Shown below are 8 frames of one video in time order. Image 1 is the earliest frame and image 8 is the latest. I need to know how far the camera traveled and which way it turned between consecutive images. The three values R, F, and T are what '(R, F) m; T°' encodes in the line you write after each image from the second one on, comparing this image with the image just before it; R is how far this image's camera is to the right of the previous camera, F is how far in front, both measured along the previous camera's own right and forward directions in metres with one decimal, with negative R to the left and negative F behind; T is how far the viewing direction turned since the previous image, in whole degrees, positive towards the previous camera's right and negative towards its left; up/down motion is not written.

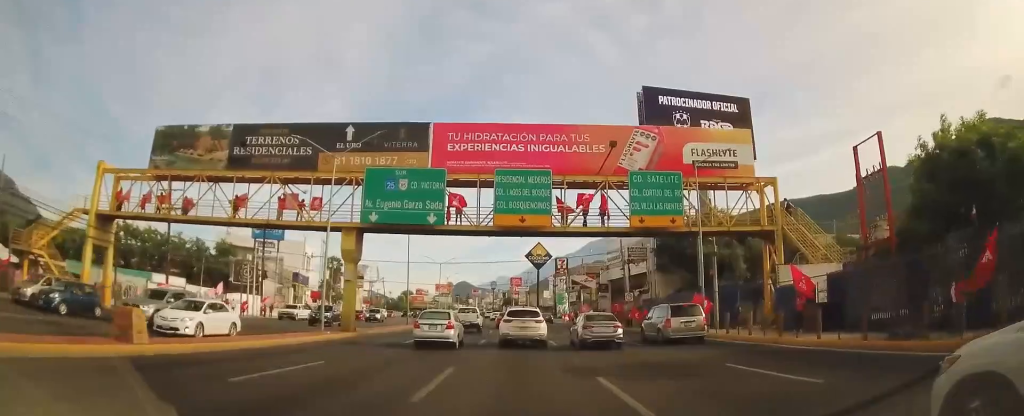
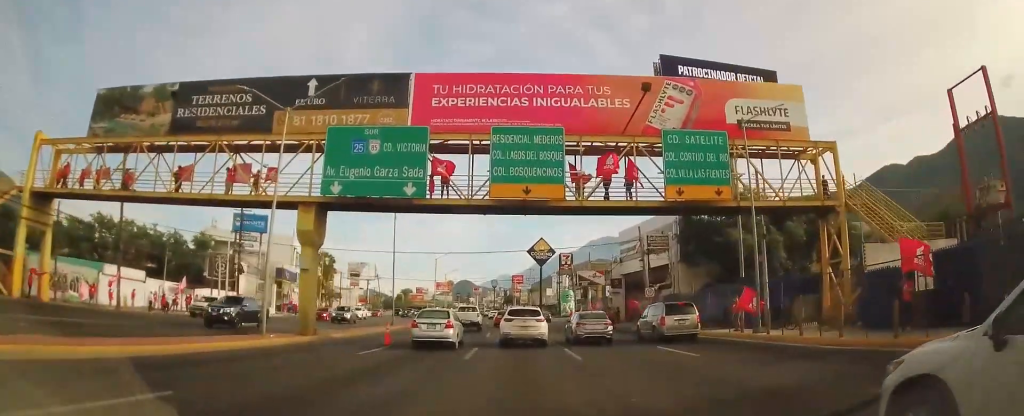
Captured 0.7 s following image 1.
(+0.2, +7.2) m; +2°
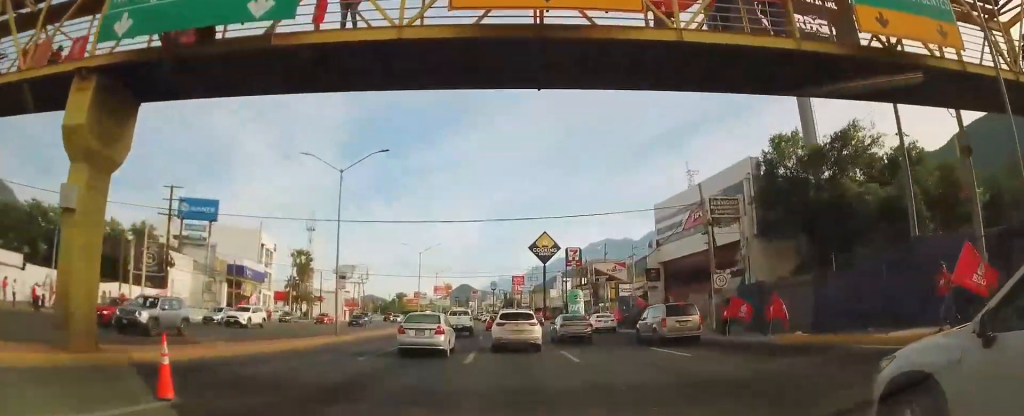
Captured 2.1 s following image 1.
(+0.4, +15.1) m; -1°
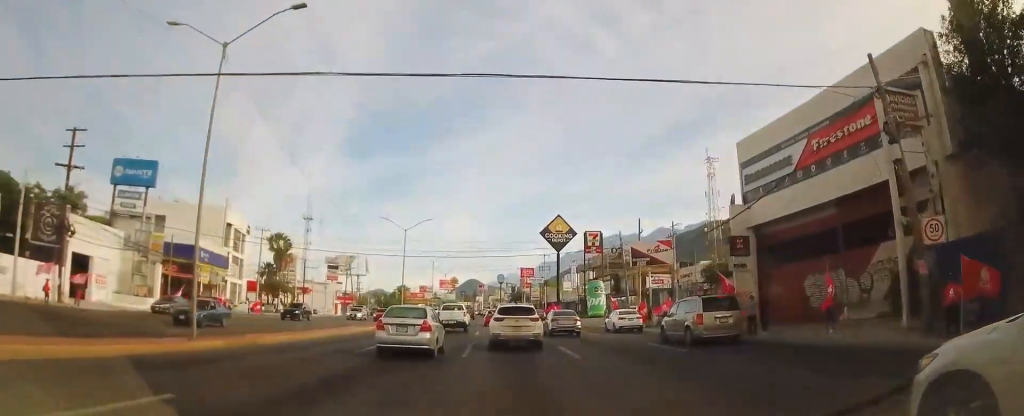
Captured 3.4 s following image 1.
(-0.6, +15.4) m; -2°
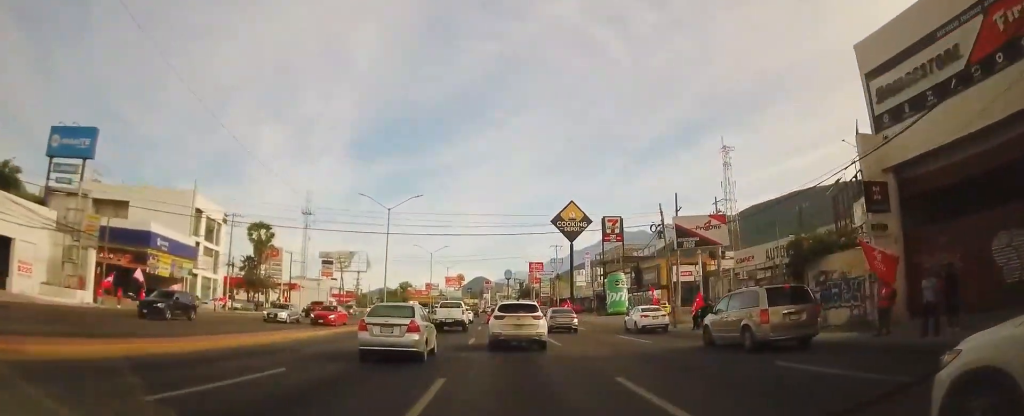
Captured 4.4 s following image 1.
(0.0, +10.9) m; 0°
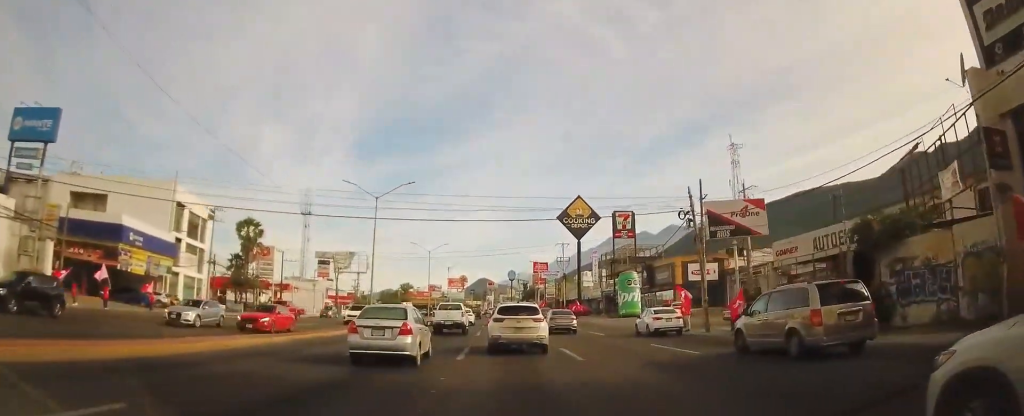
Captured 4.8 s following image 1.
(0.0, +5.4) m; 0°
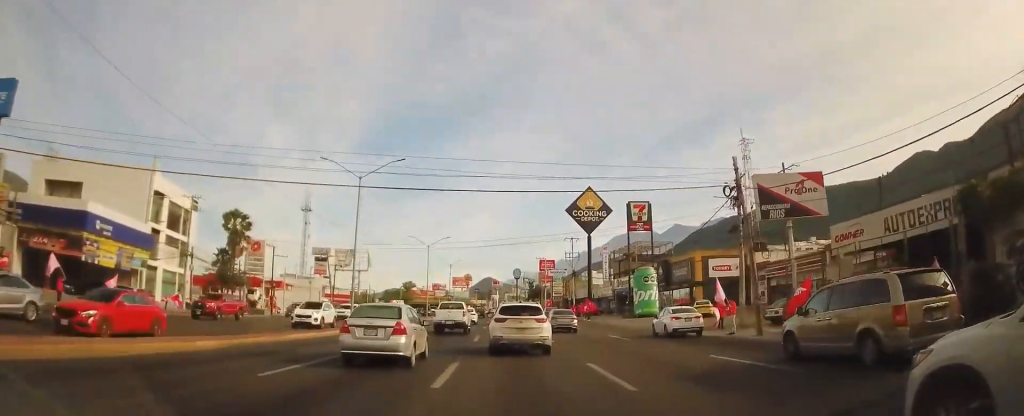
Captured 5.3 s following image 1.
(0.0, +5.9) m; 0°
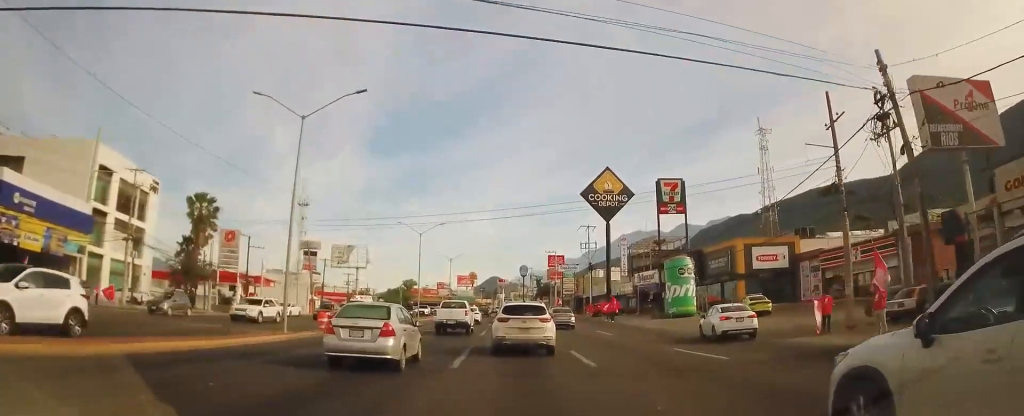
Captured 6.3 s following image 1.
(-0.1, +10.9) m; 0°
